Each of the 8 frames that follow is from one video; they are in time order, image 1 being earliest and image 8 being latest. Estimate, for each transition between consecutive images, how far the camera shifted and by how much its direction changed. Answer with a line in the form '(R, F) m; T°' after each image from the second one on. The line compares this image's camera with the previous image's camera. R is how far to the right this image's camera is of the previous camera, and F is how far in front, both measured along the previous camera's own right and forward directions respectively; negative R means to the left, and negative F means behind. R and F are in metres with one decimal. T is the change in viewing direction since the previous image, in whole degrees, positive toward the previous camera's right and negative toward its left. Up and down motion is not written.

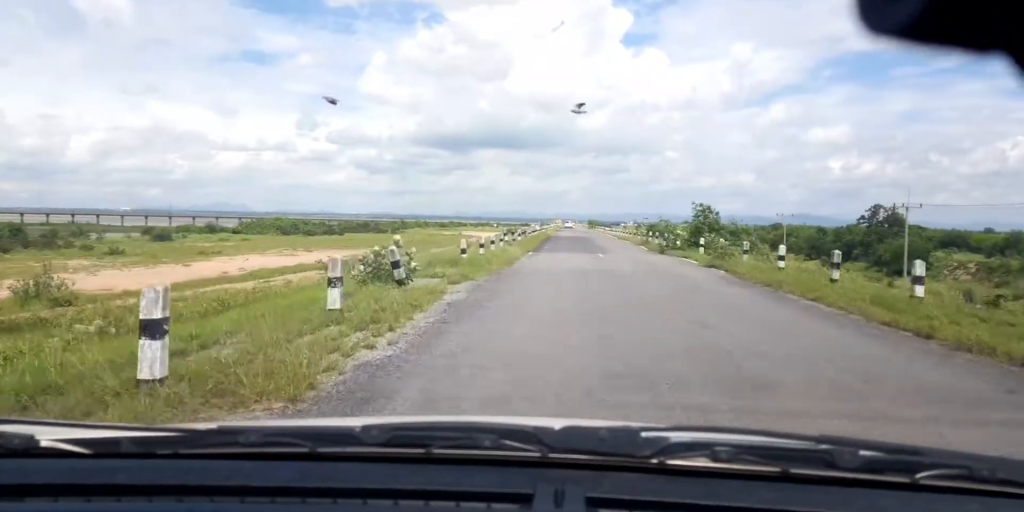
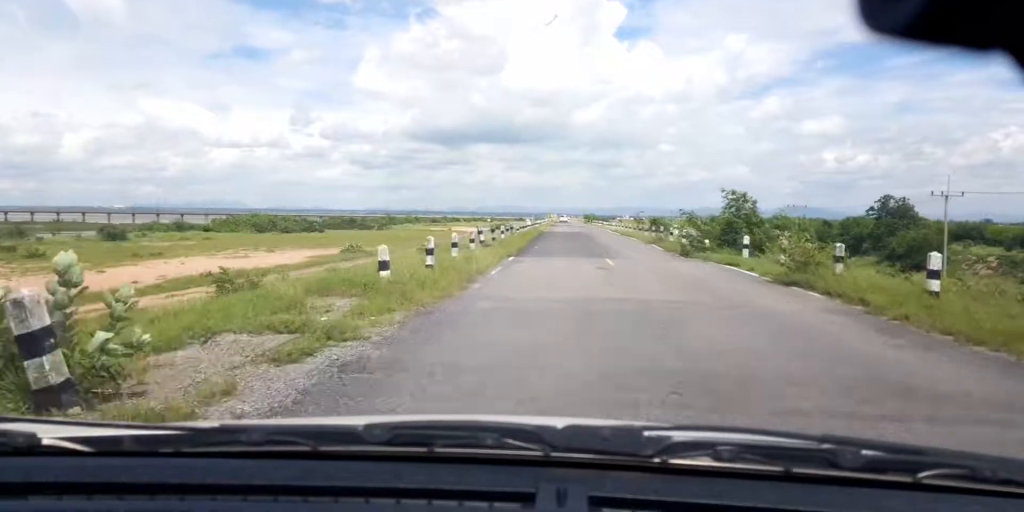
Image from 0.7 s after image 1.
(-0.2, +7.9) m; -2°
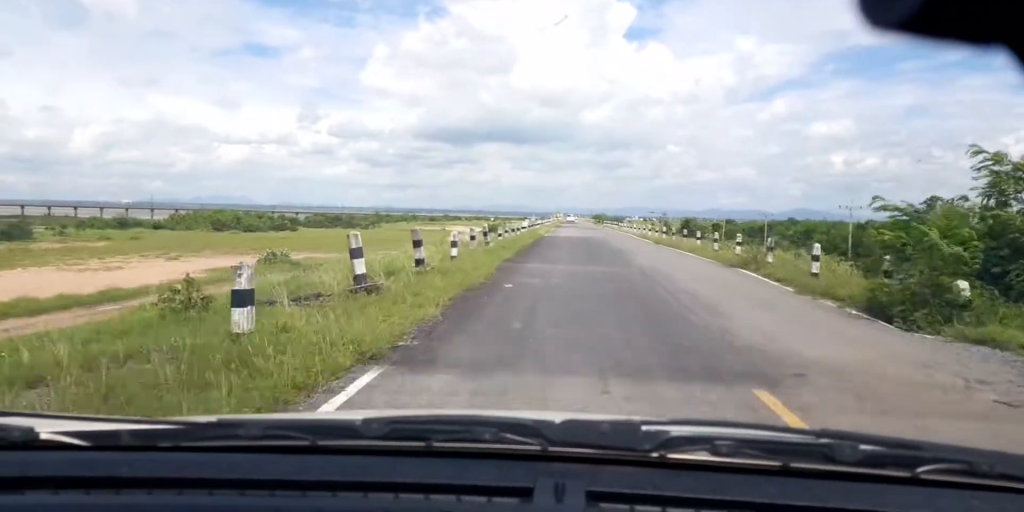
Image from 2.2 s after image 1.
(-0.4, +17.0) m; -1°
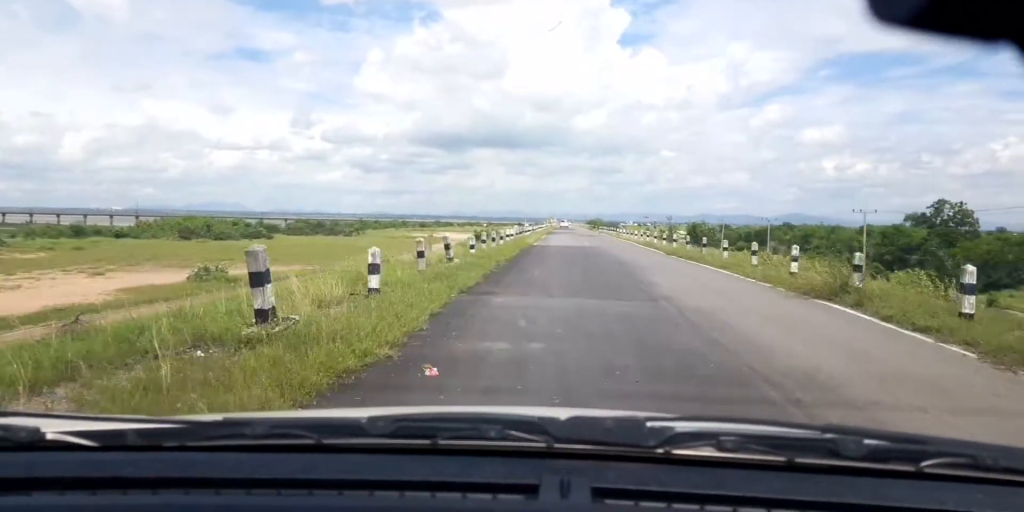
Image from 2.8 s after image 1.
(+0.1, +7.1) m; -1°
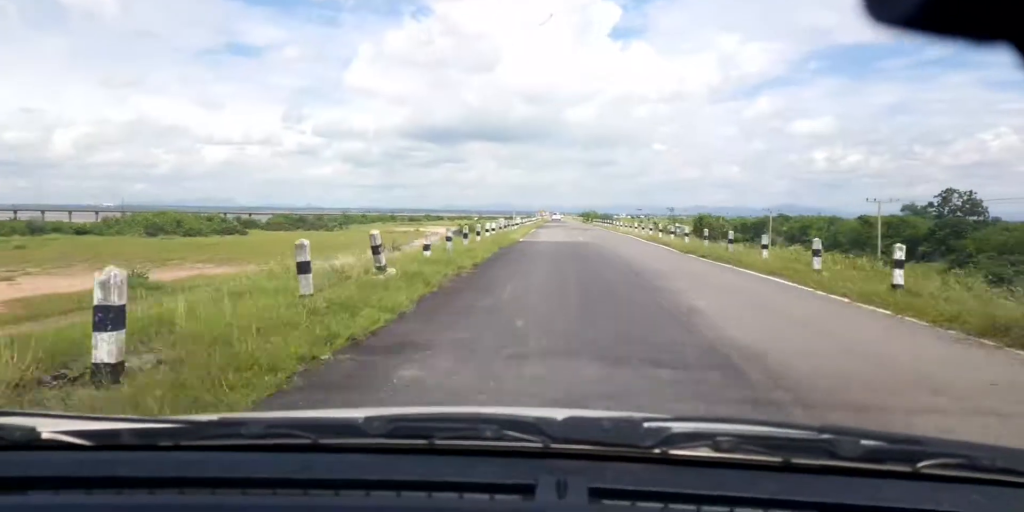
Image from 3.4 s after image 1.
(0.0, +6.4) m; -1°
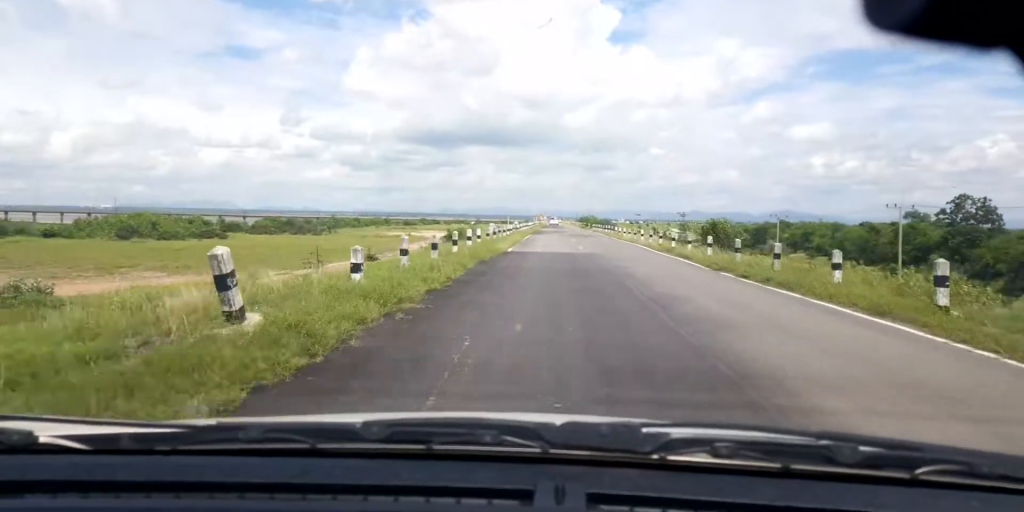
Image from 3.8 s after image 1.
(-0.2, +5.7) m; 0°
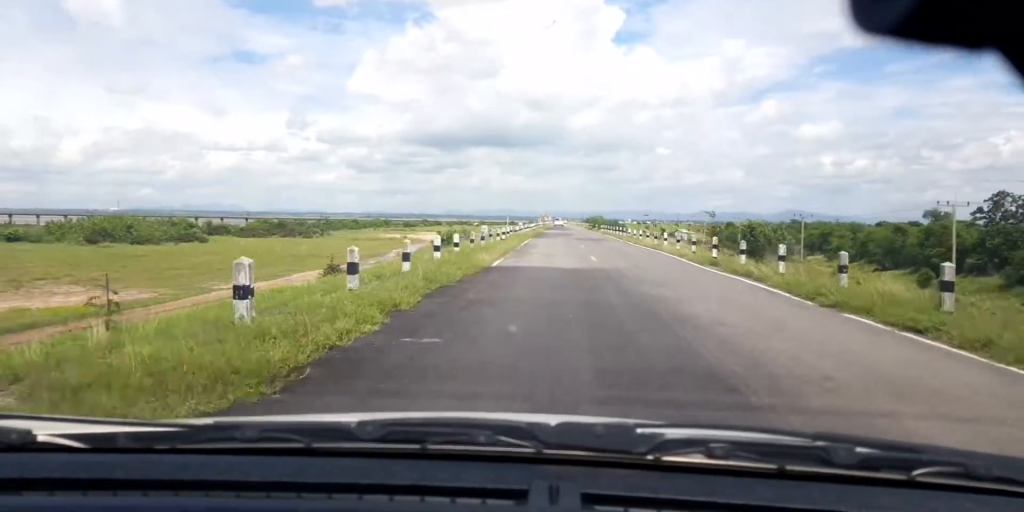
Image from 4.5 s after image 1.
(0.0, +8.1) m; +1°
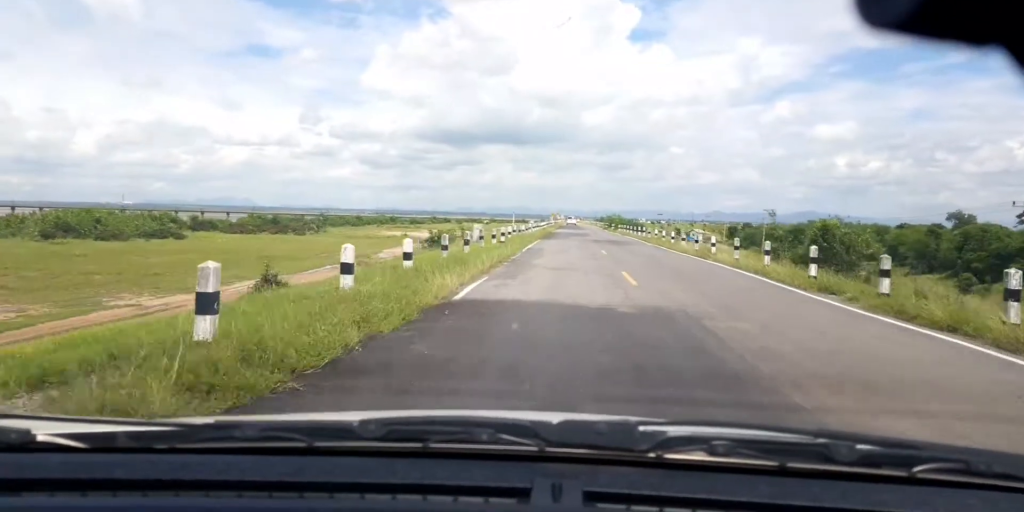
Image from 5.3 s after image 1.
(+0.2, +9.3) m; +1°
